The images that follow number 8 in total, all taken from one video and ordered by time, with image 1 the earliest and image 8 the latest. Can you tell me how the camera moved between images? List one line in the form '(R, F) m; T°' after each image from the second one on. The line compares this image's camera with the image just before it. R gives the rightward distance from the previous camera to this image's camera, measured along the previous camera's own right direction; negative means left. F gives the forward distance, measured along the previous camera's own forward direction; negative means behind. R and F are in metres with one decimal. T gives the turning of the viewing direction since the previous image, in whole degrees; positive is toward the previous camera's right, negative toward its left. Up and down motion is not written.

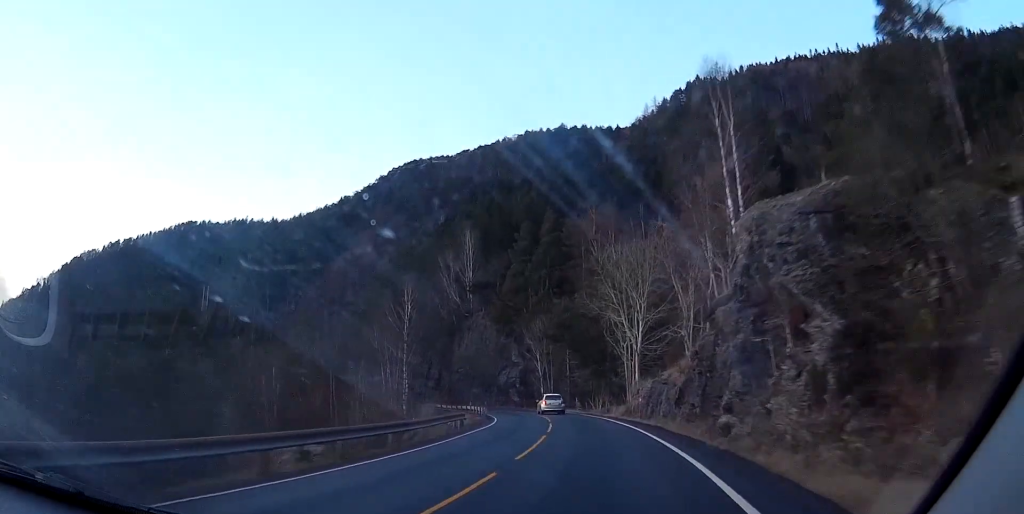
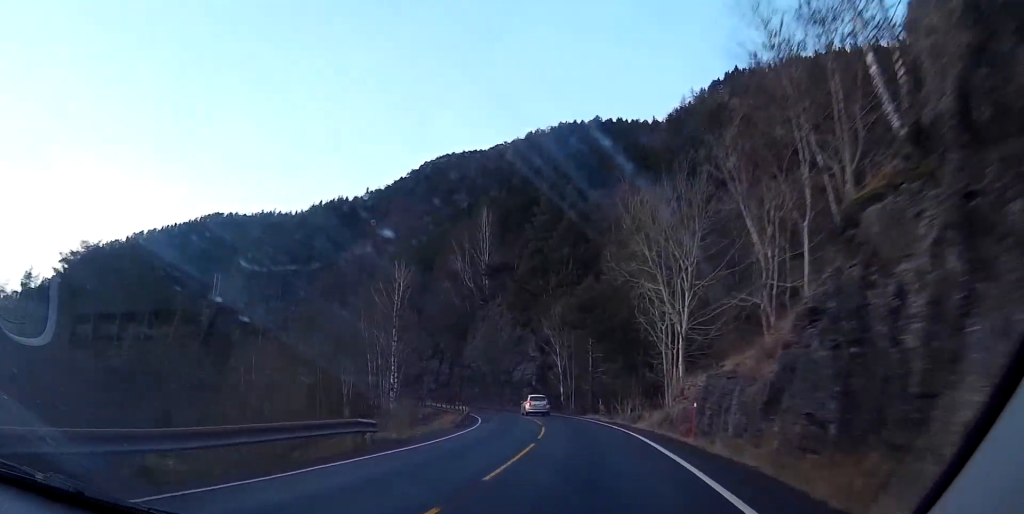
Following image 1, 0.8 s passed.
(-0.3, +15.4) m; -4°
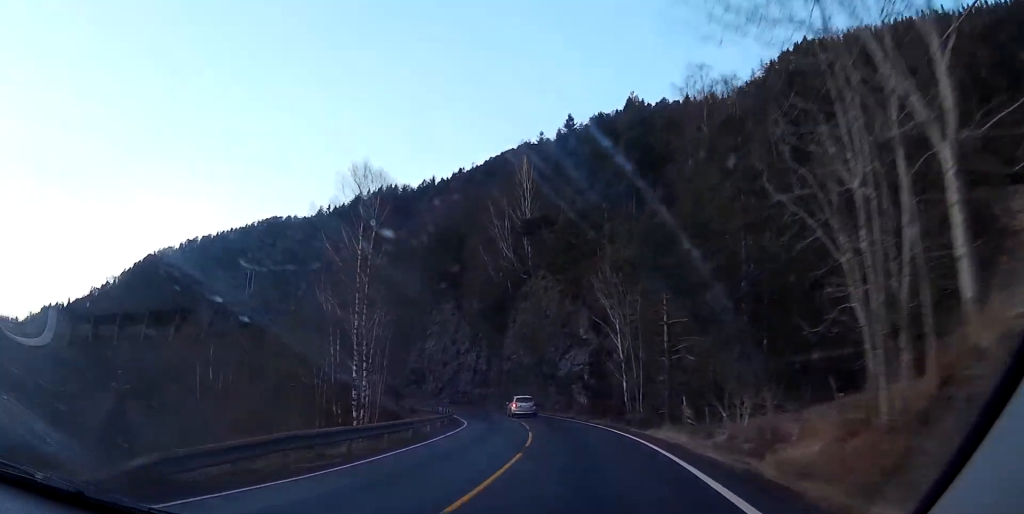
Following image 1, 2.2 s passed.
(-1.8, +26.2) m; -6°
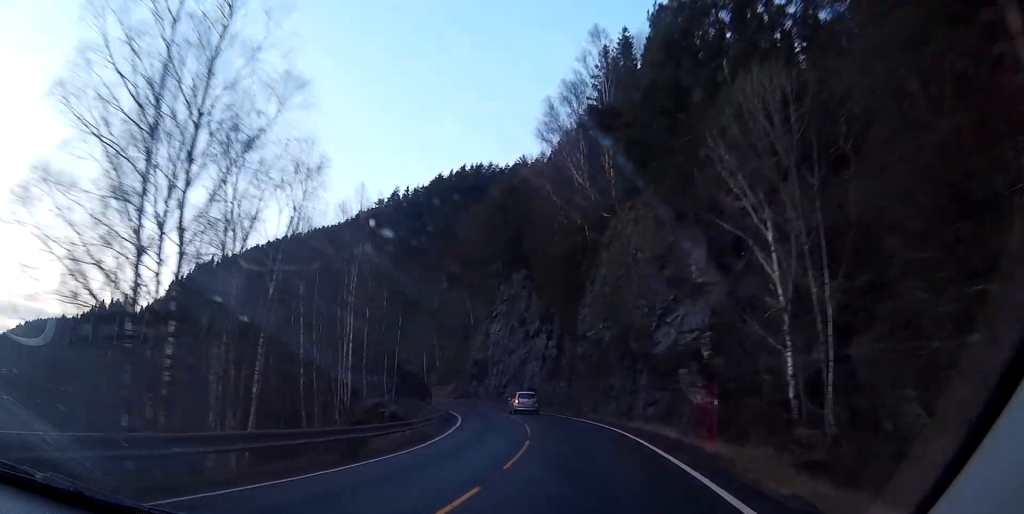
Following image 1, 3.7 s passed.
(-1.8, +30.0) m; -8°
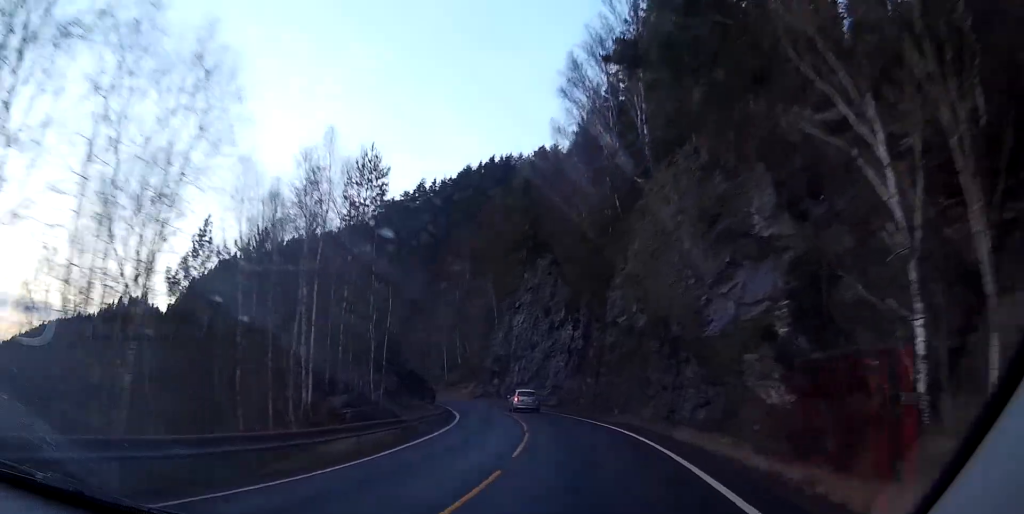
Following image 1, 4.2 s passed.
(-0.3, +9.6) m; -3°
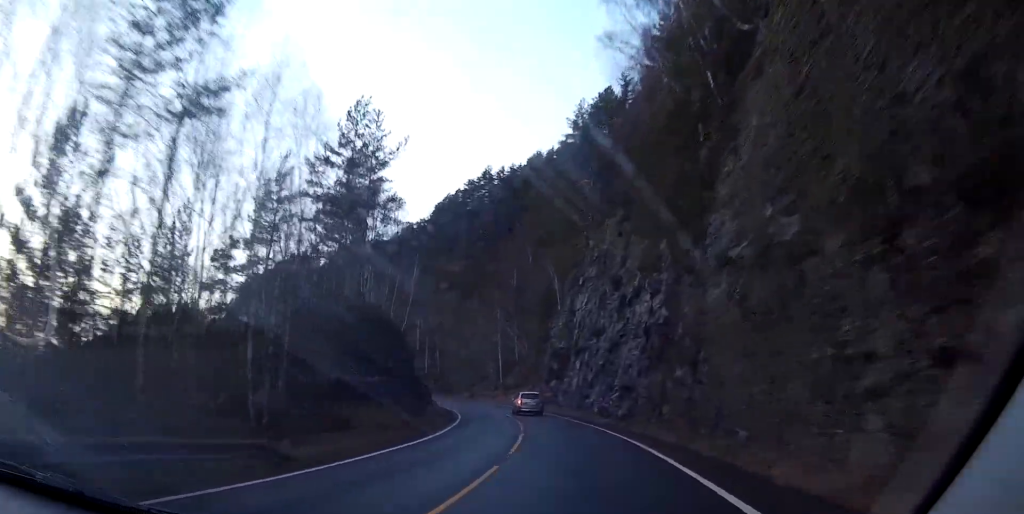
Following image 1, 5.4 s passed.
(-1.3, +22.6) m; -7°
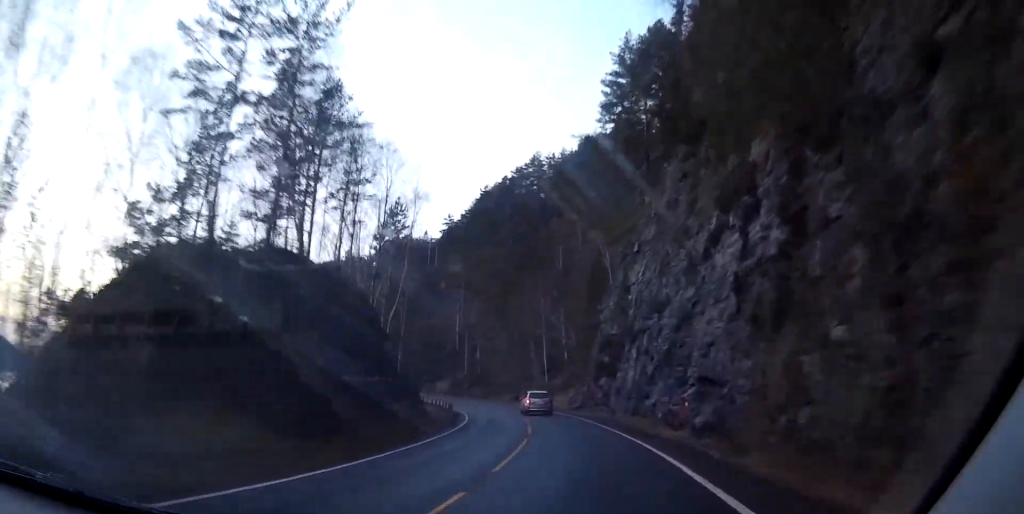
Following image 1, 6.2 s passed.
(-0.6, +15.6) m; -4°
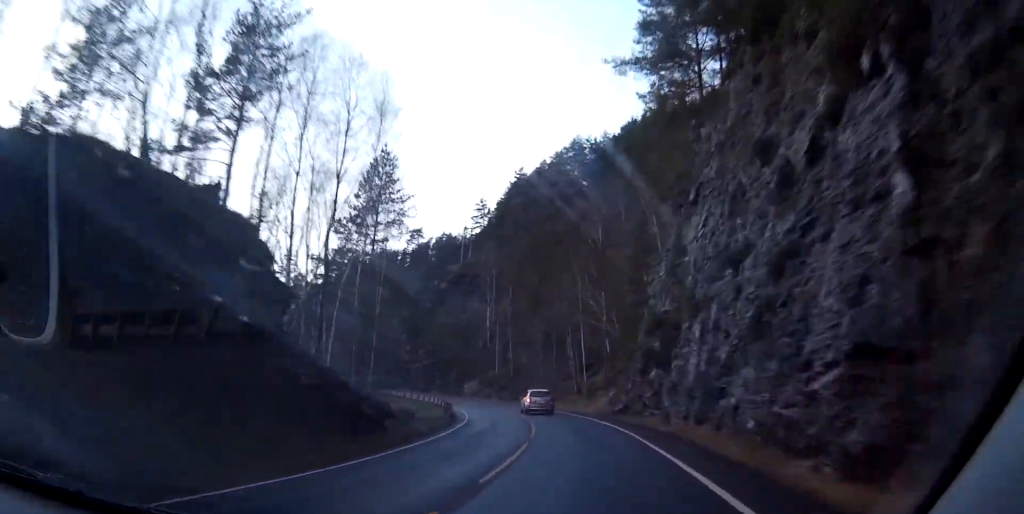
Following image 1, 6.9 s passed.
(-0.6, +13.8) m; -3°
